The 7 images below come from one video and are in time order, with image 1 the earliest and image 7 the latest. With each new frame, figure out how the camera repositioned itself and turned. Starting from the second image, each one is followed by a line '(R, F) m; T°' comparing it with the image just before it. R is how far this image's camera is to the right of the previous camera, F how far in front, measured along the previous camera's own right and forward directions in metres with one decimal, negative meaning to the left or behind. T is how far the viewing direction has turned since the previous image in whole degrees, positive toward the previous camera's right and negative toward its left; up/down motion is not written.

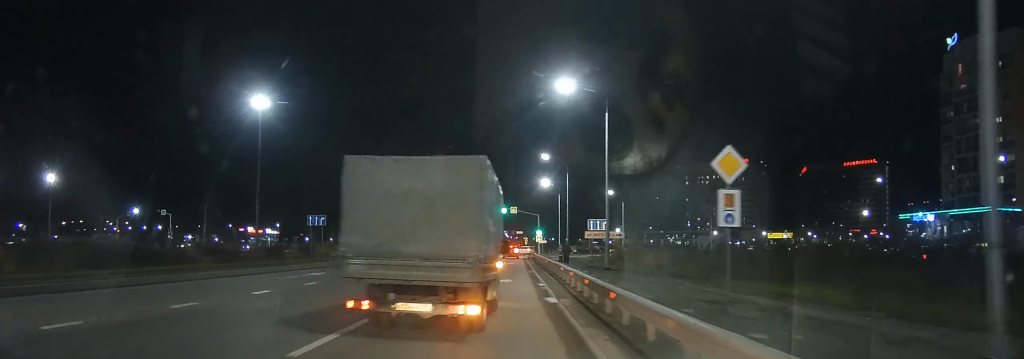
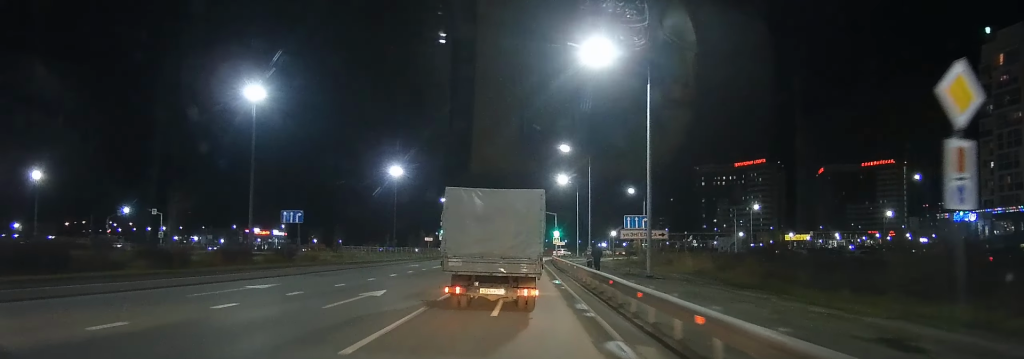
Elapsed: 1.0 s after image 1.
(-0.1, +8.0) m; -1°
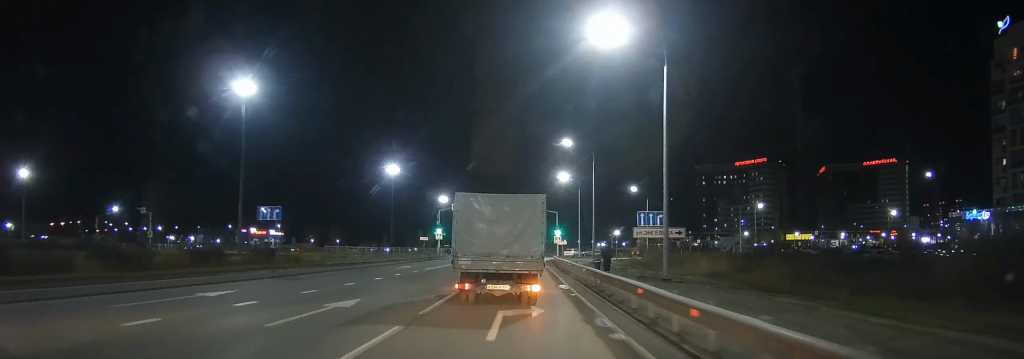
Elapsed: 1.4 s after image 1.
(0.0, +3.3) m; 0°
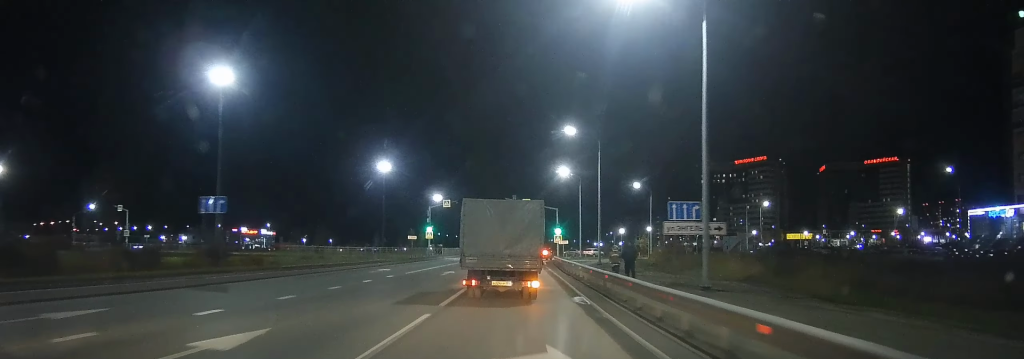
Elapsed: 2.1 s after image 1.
(0.0, +6.0) m; 0°
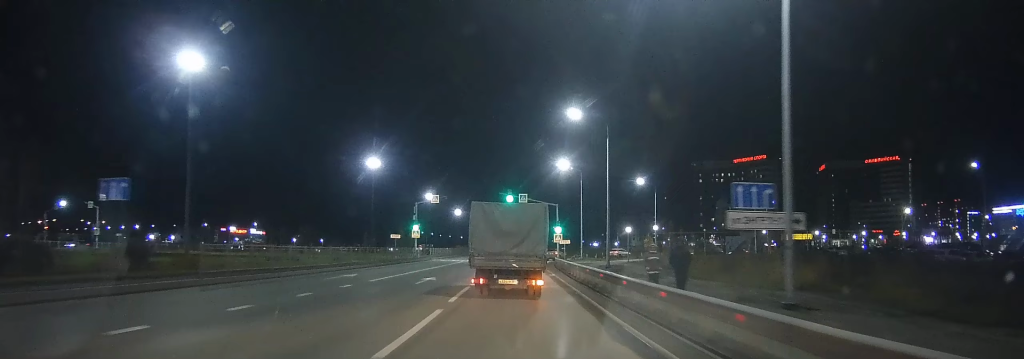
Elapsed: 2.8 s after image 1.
(0.0, +6.7) m; +1°
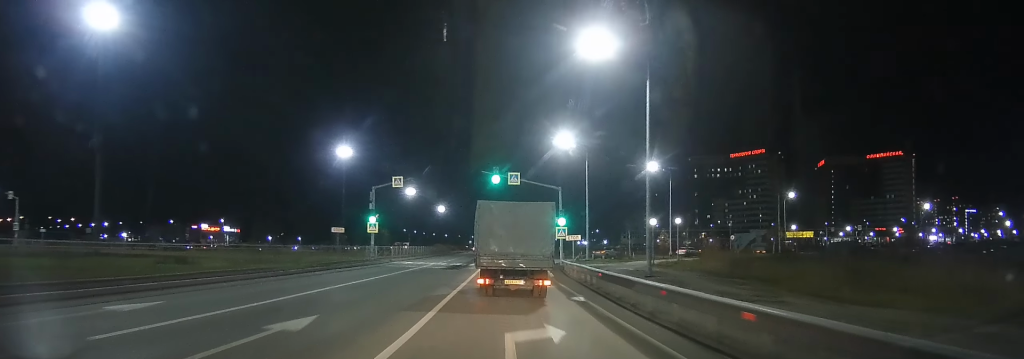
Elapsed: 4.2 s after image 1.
(+0.3, +15.4) m; +1°
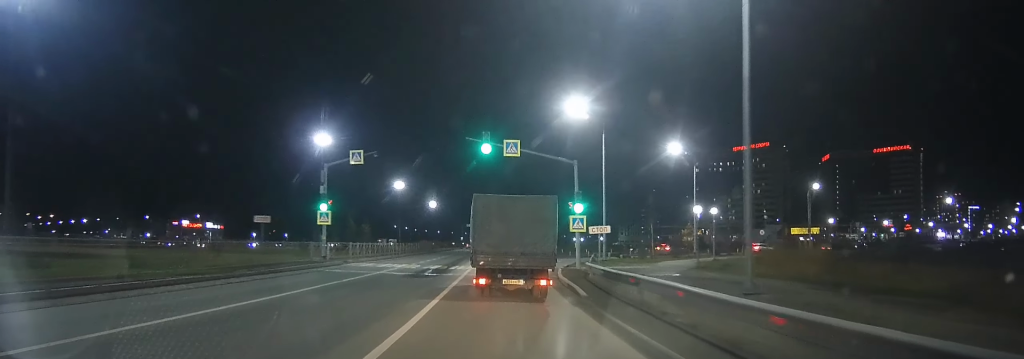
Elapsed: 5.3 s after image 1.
(0.0, +12.4) m; 0°
